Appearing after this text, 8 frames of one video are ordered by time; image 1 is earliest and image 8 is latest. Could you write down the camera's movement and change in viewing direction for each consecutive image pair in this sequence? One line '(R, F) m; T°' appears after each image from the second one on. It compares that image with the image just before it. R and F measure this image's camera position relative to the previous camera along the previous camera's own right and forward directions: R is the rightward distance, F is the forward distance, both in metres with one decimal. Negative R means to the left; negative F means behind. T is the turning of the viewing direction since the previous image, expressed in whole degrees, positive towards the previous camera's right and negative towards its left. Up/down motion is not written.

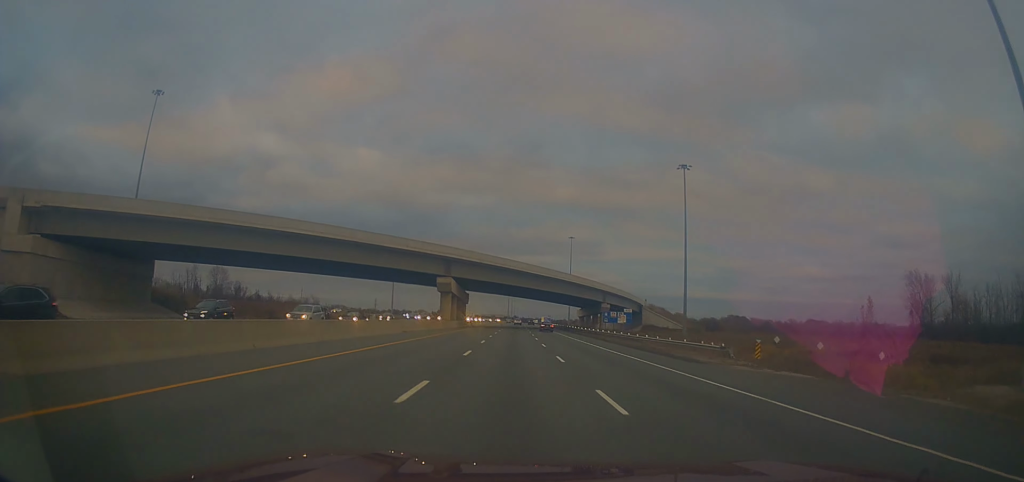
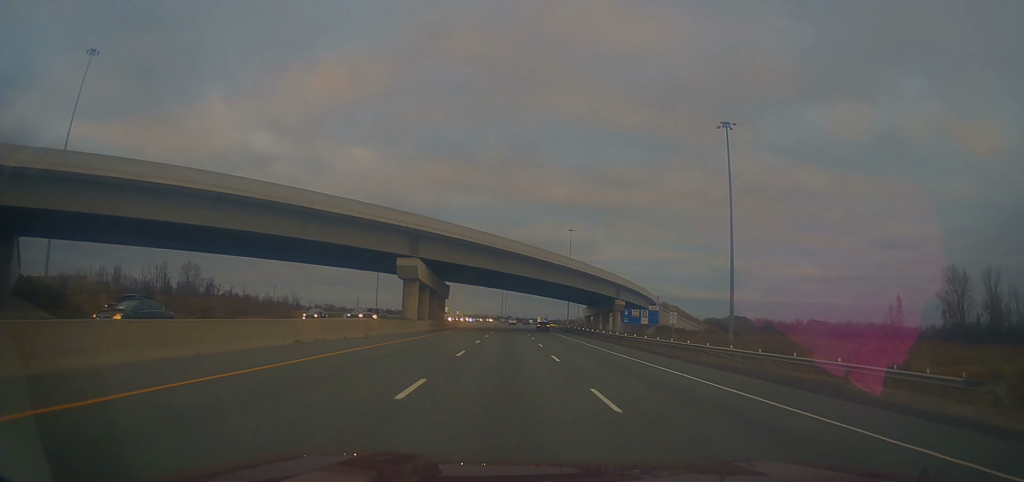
(-0.3, +23.7) m; -1°
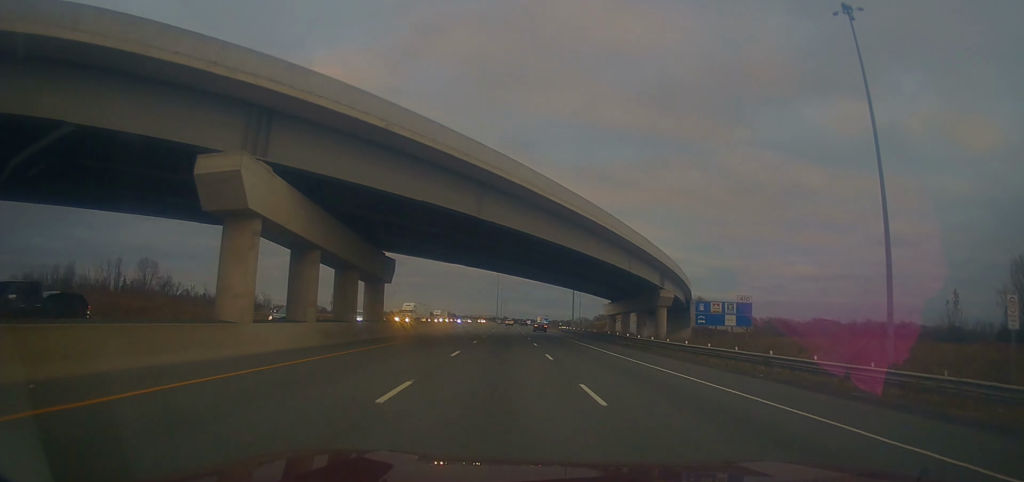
(+0.1, +35.1) m; +1°
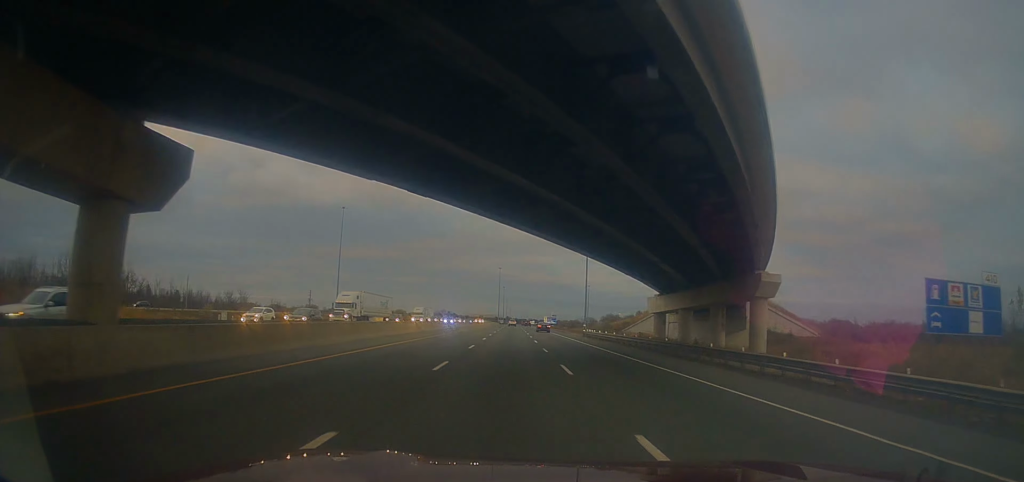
(+0.3, +29.8) m; 0°
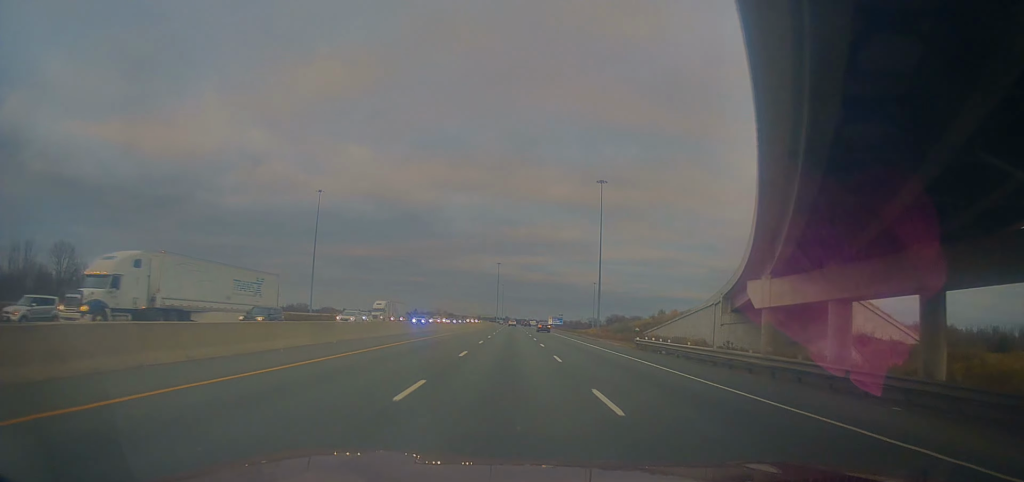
(-0.4, +29.9) m; -1°
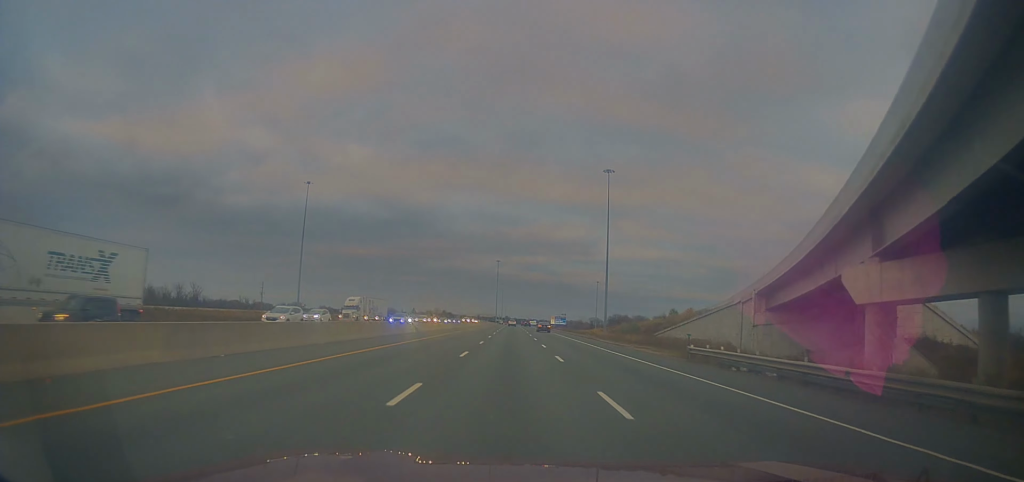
(0.0, +12.4) m; 0°
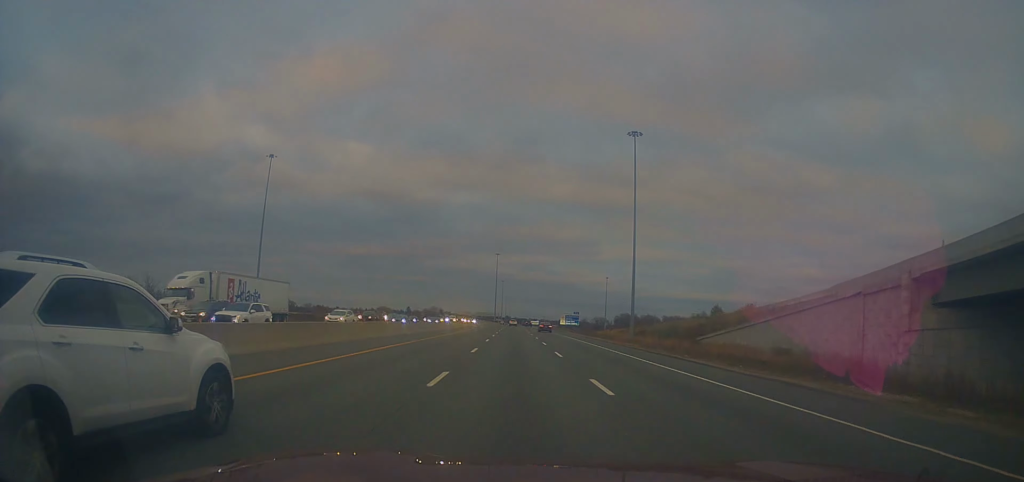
(-0.1, +32.9) m; 0°
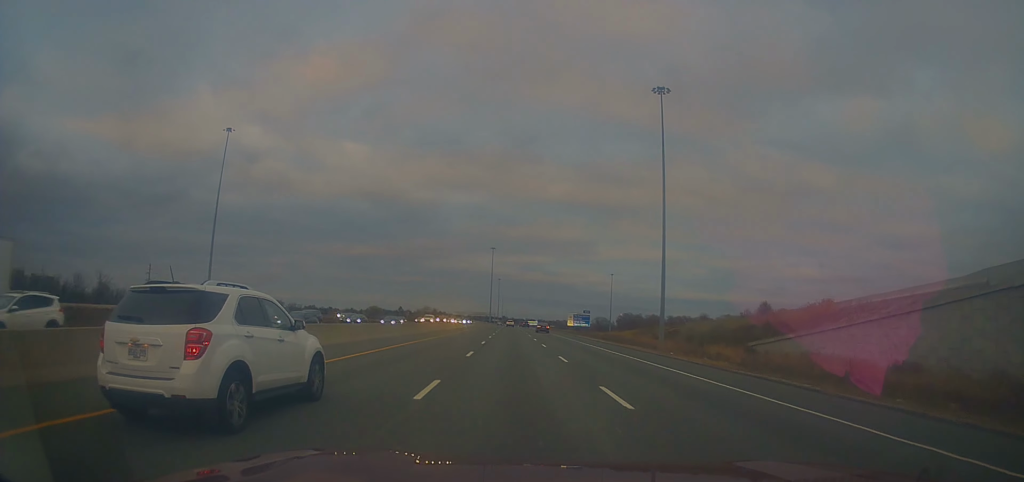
(+0.1, +25.7) m; +1°
